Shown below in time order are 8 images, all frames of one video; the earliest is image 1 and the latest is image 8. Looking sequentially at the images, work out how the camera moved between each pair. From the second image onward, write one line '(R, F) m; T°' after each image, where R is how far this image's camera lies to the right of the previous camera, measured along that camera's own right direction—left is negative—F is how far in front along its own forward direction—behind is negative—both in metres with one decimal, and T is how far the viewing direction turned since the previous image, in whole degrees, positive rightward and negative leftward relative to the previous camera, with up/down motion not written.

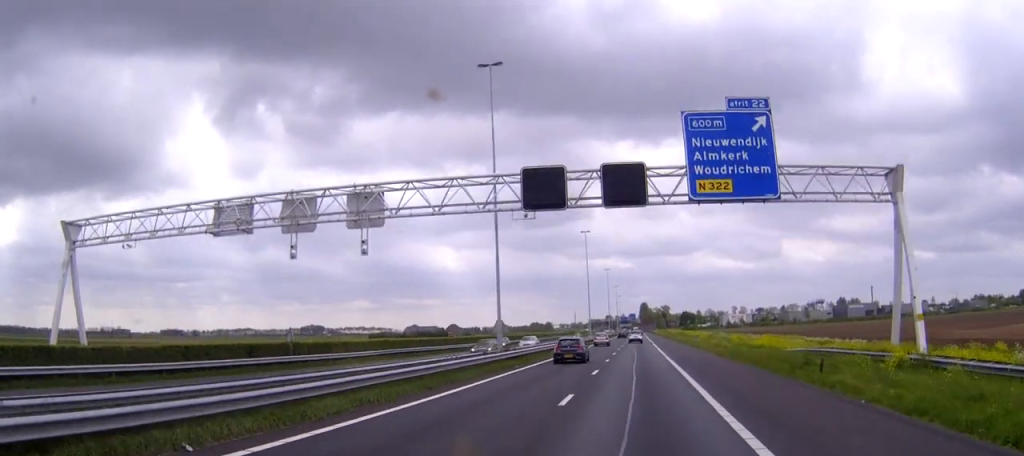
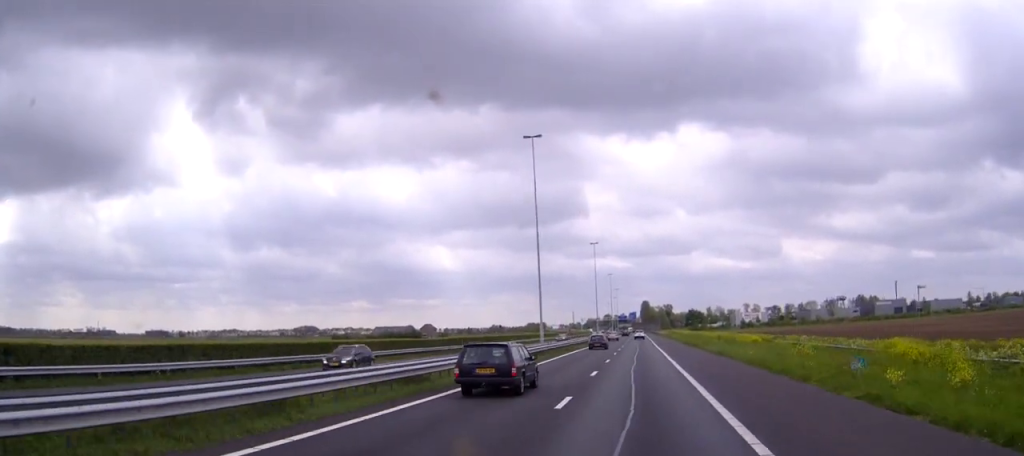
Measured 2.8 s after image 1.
(-0.1, +60.9) m; 0°
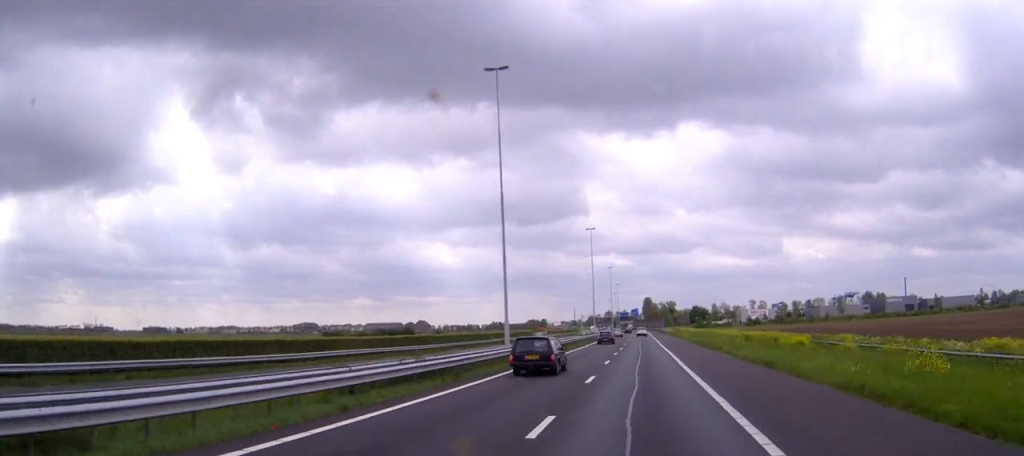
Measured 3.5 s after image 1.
(-0.1, +16.9) m; 0°
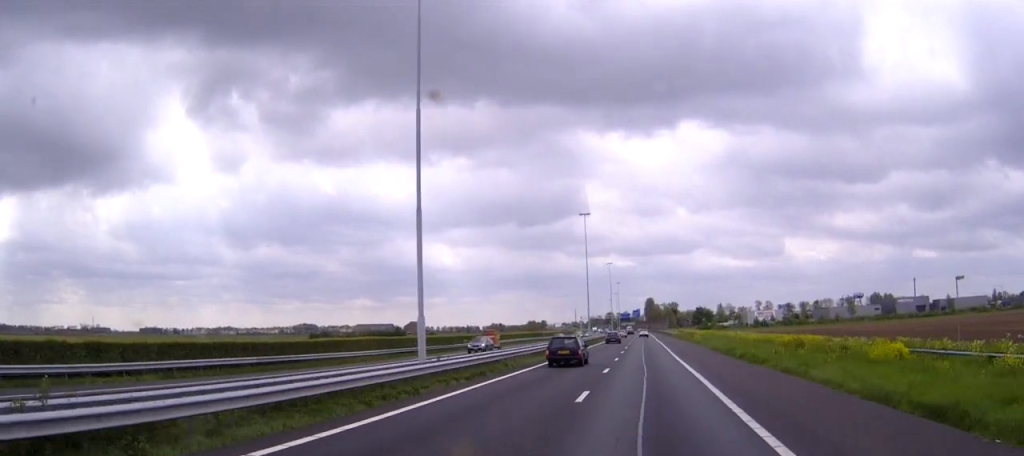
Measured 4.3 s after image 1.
(0.0, +17.7) m; 0°
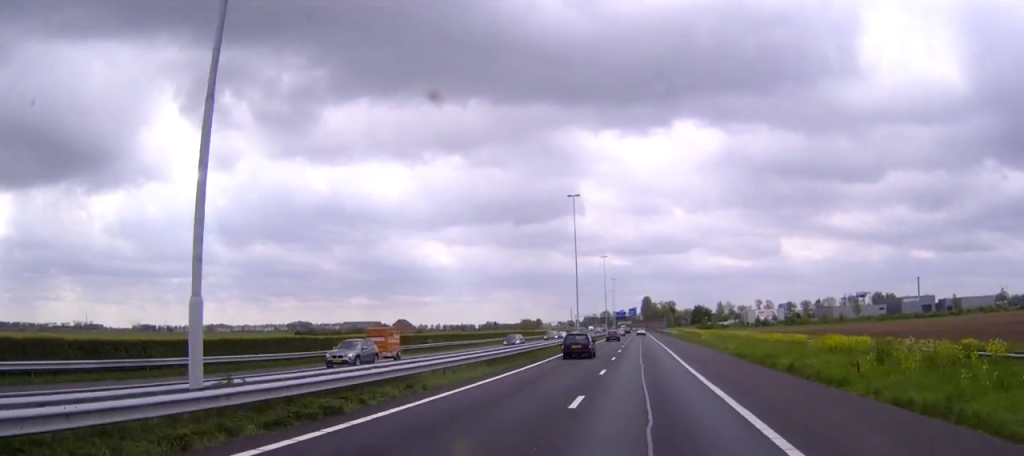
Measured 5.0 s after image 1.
(0.0, +14.0) m; 0°
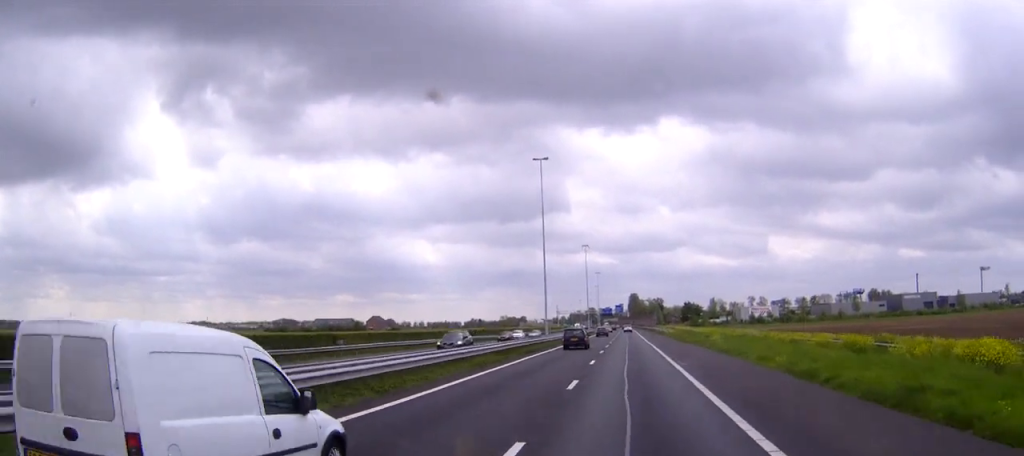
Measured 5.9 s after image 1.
(+0.2, +20.0) m; 0°
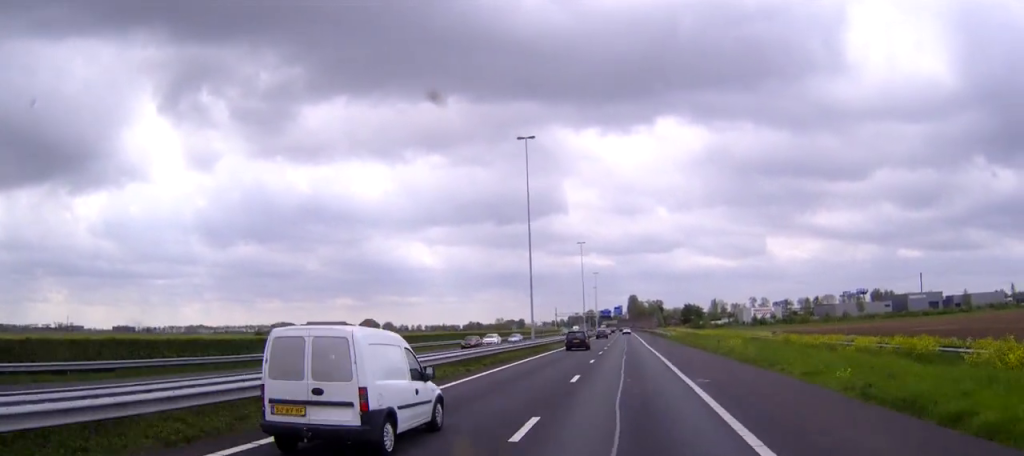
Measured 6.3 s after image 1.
(0.0, +8.9) m; 0°
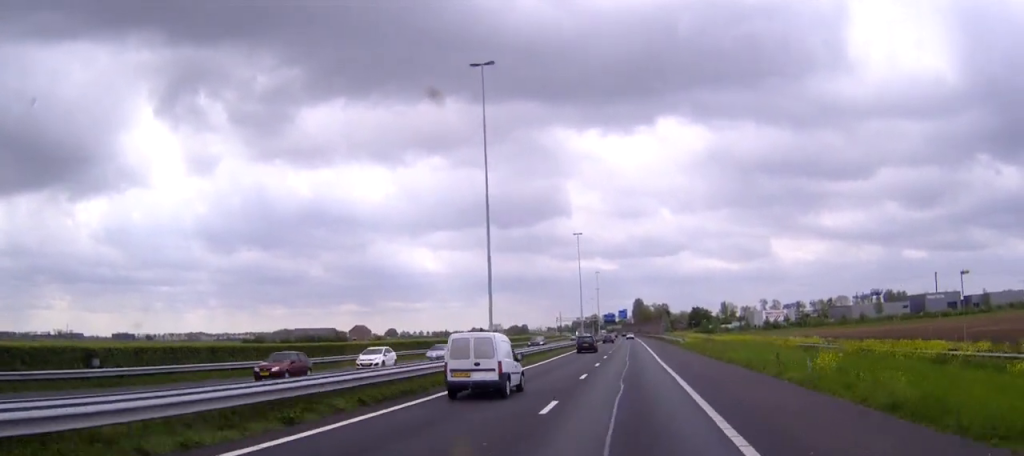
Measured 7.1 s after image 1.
(-0.1, +19.3) m; 0°
